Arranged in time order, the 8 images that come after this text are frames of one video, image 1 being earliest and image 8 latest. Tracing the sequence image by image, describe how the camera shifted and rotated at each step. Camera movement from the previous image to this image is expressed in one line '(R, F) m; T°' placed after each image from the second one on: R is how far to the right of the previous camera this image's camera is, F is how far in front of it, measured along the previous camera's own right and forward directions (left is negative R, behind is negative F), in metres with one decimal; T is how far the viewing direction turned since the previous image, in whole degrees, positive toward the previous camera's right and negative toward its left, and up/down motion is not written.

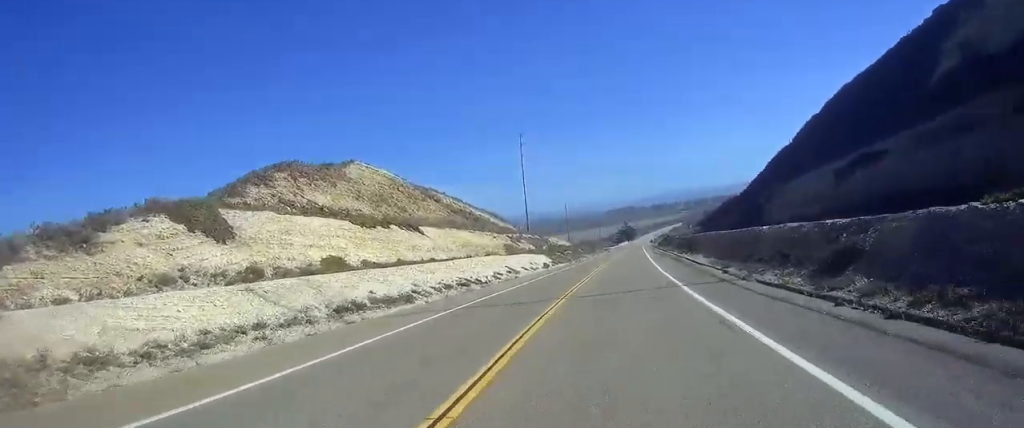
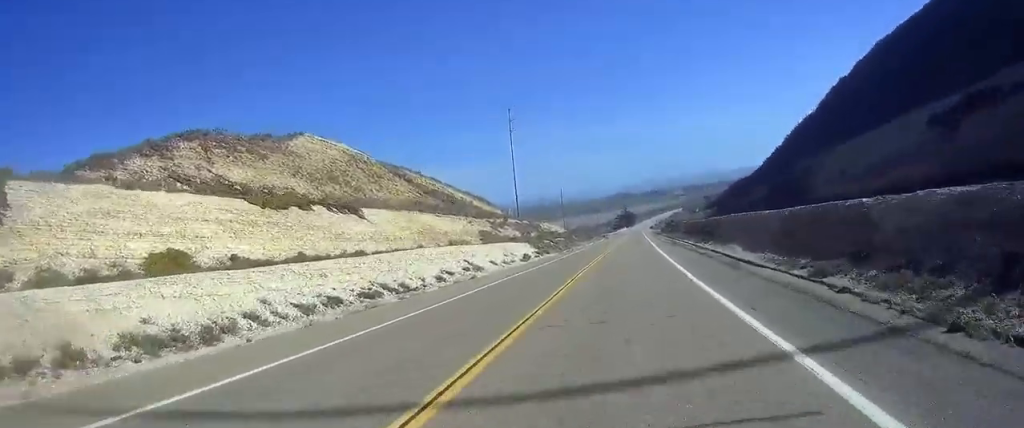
(0.0, +15.1) m; 0°
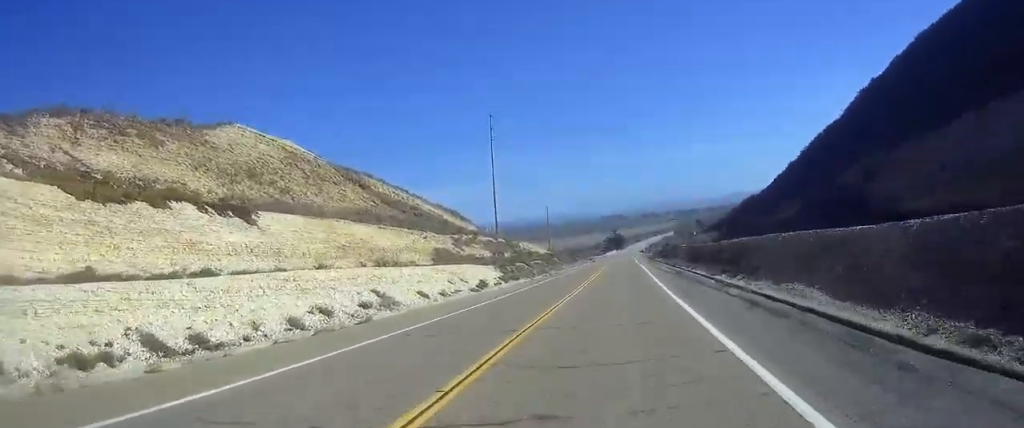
(0.0, +14.7) m; 0°
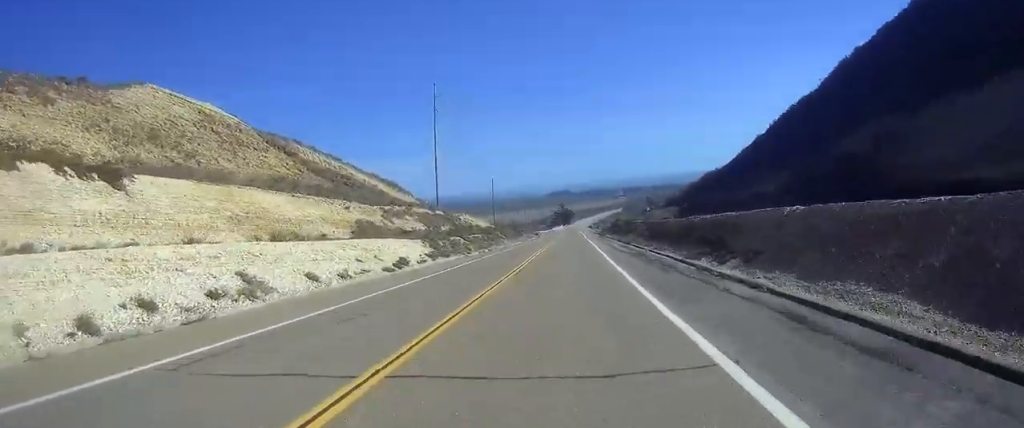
(0.0, +8.0) m; 0°
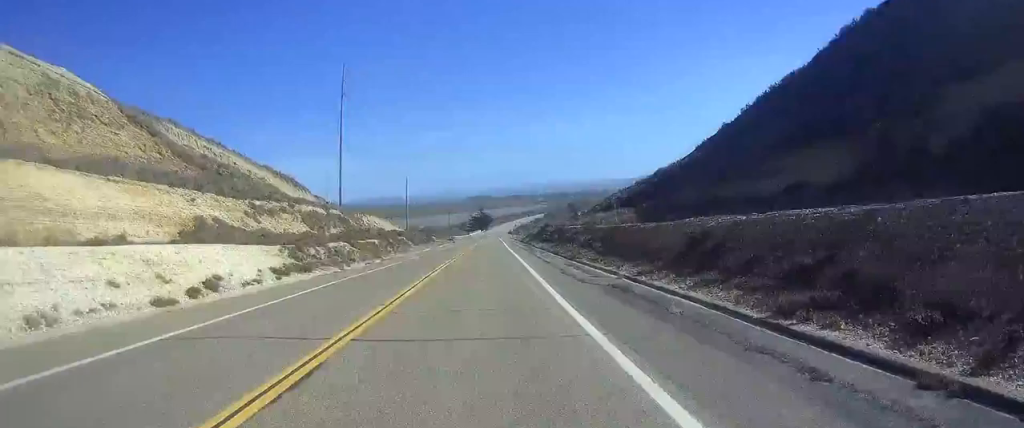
(0.0, +16.5) m; 0°
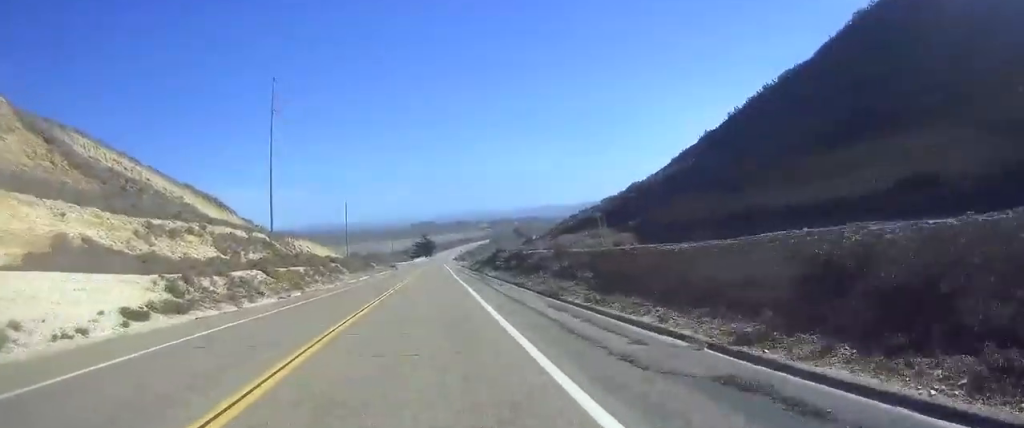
(0.0, +10.7) m; 0°
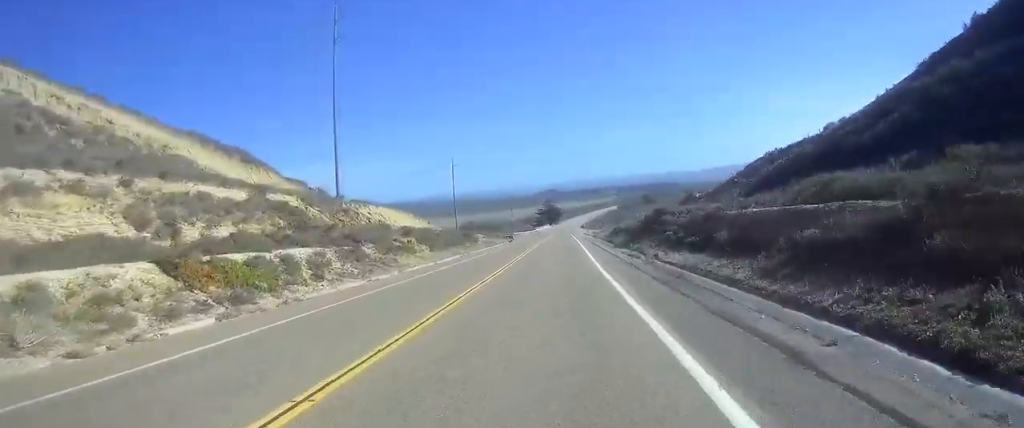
(0.0, +27.7) m; 0°
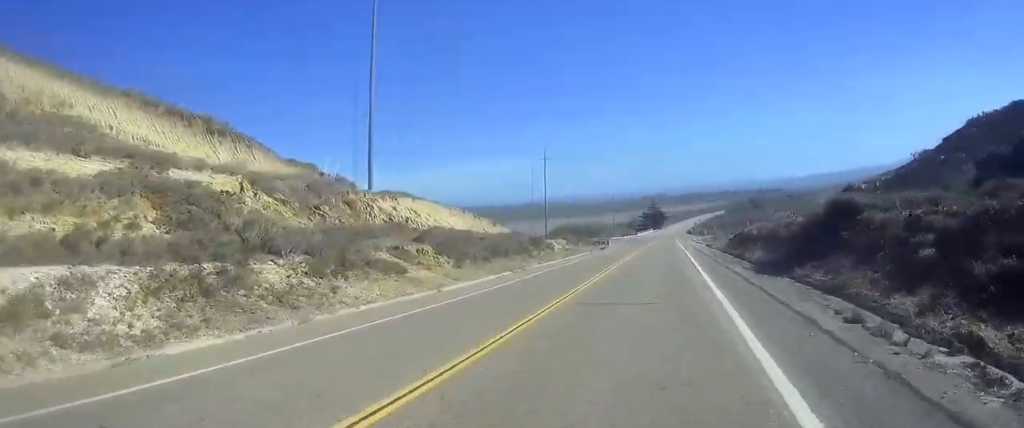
(0.0, +22.3) m; 0°
